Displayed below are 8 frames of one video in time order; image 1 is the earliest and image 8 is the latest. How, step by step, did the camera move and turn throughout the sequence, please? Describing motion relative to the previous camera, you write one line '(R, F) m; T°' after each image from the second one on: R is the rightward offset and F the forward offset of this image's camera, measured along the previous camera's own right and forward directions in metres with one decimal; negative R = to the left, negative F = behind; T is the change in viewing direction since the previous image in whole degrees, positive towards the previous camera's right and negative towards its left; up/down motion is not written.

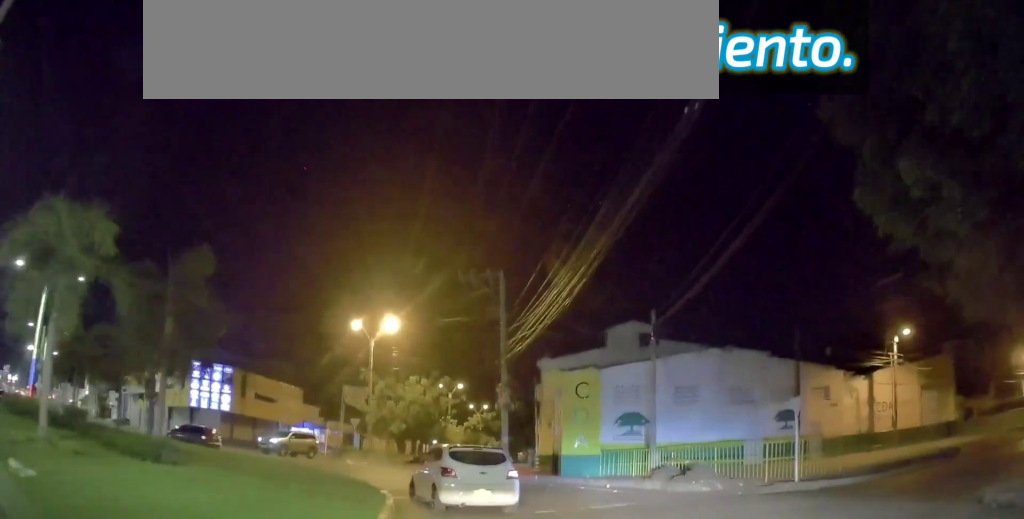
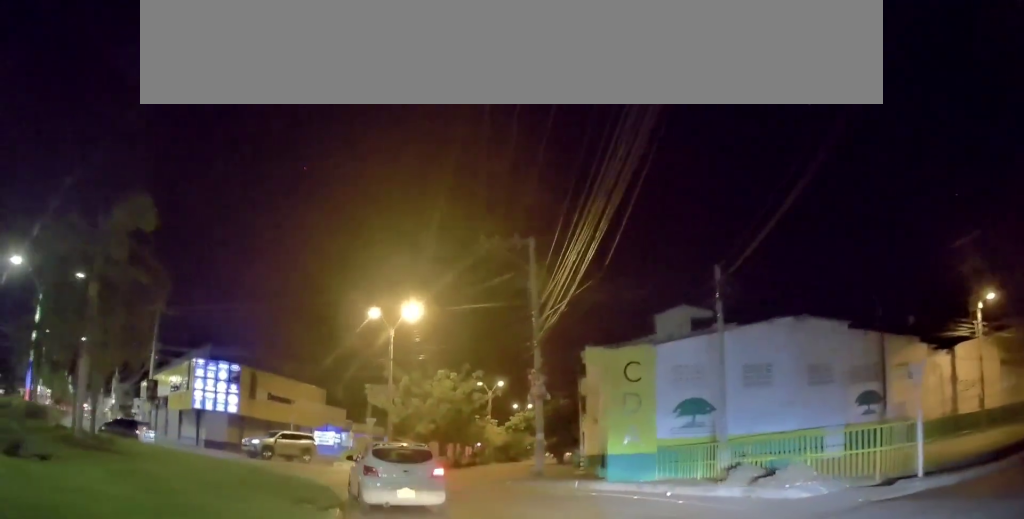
(-0.1, +5.1) m; -2°
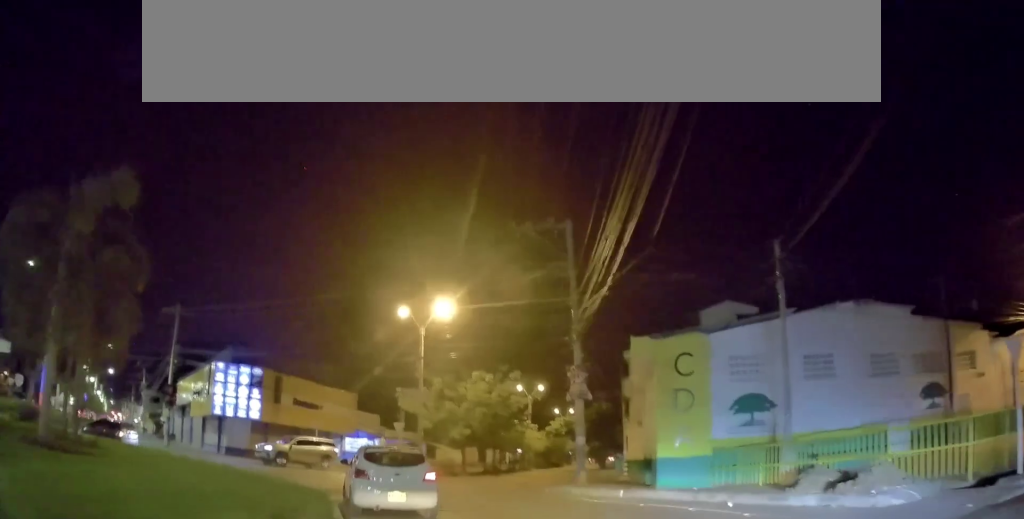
(-0.1, +2.5) m; -2°
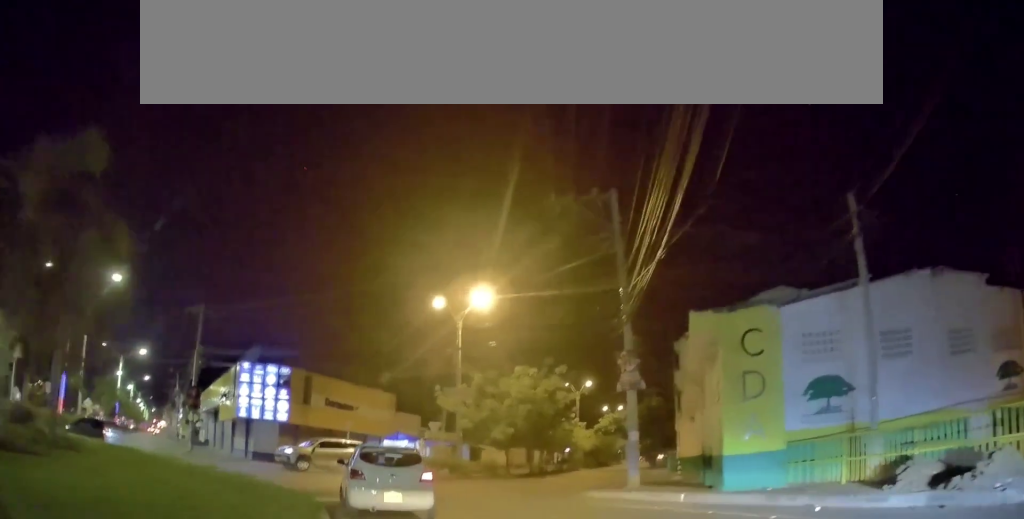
(0.0, +2.6) m; -4°
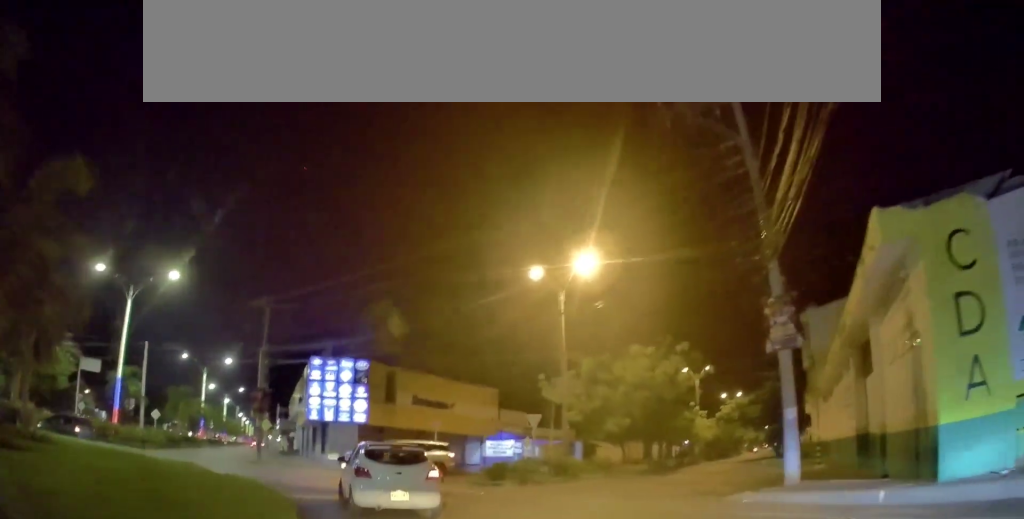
(-0.4, +5.5) m; -12°
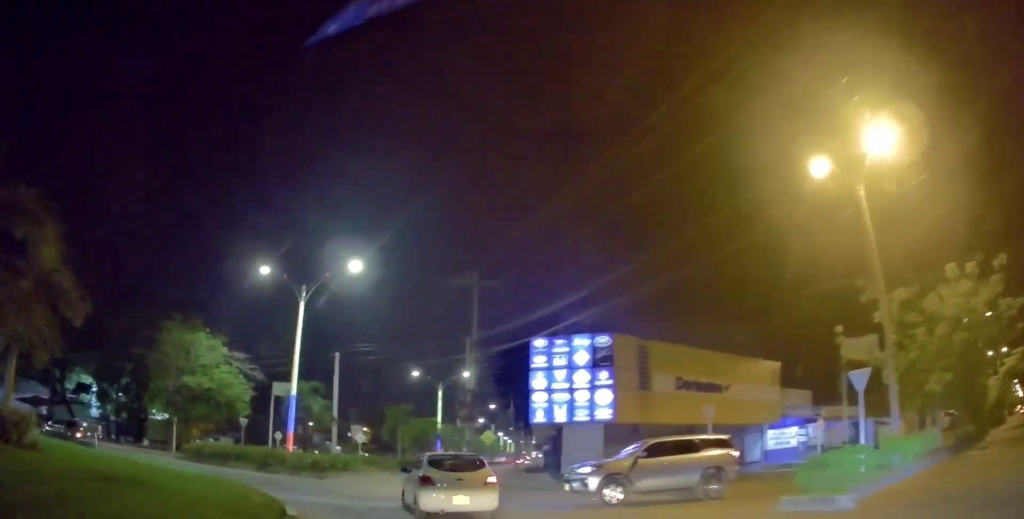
(-1.7, +9.6) m; -23°
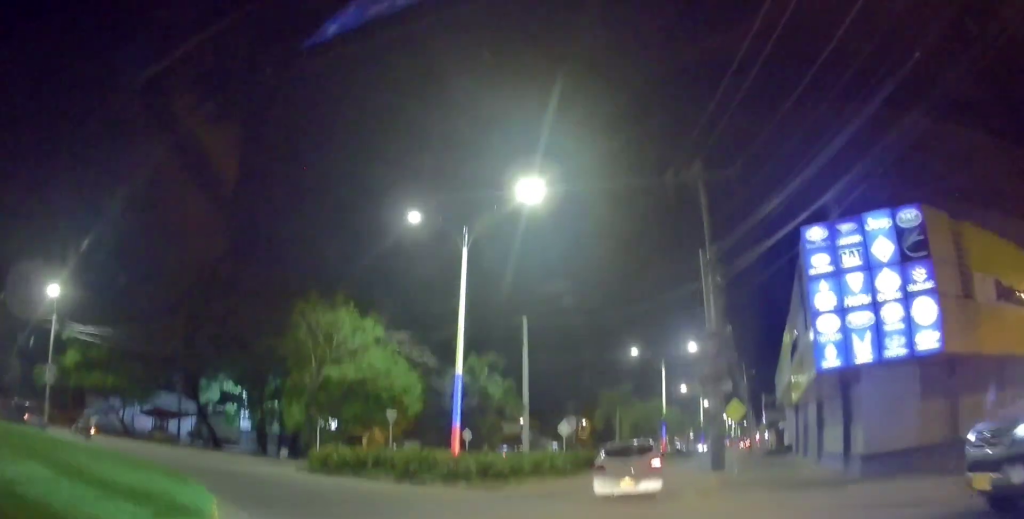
(-3.2, +8.8) m; -26°
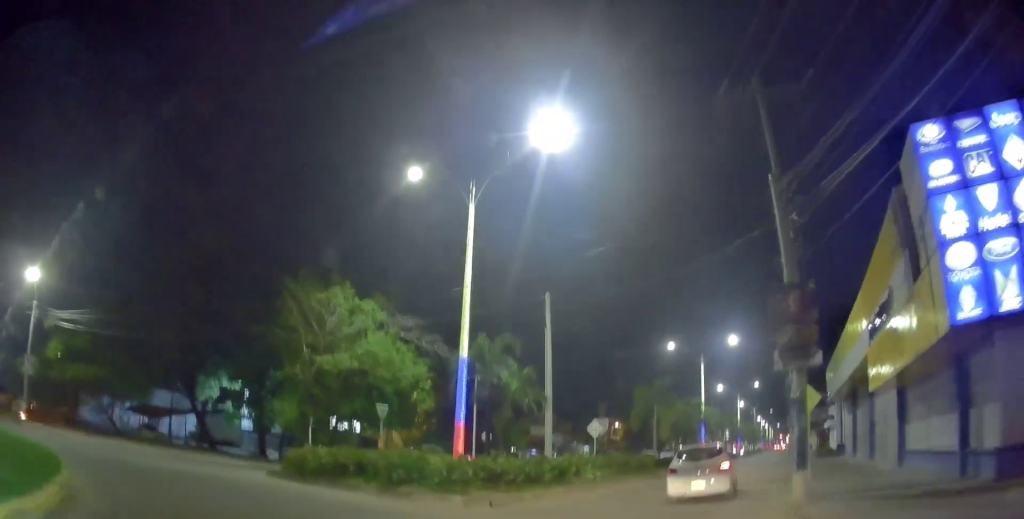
(+0.1, +4.3) m; -4°
